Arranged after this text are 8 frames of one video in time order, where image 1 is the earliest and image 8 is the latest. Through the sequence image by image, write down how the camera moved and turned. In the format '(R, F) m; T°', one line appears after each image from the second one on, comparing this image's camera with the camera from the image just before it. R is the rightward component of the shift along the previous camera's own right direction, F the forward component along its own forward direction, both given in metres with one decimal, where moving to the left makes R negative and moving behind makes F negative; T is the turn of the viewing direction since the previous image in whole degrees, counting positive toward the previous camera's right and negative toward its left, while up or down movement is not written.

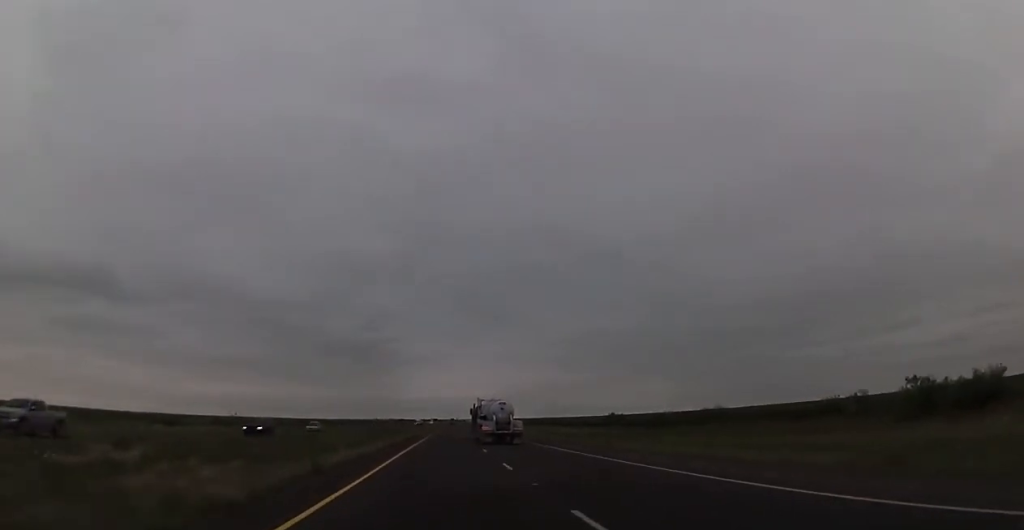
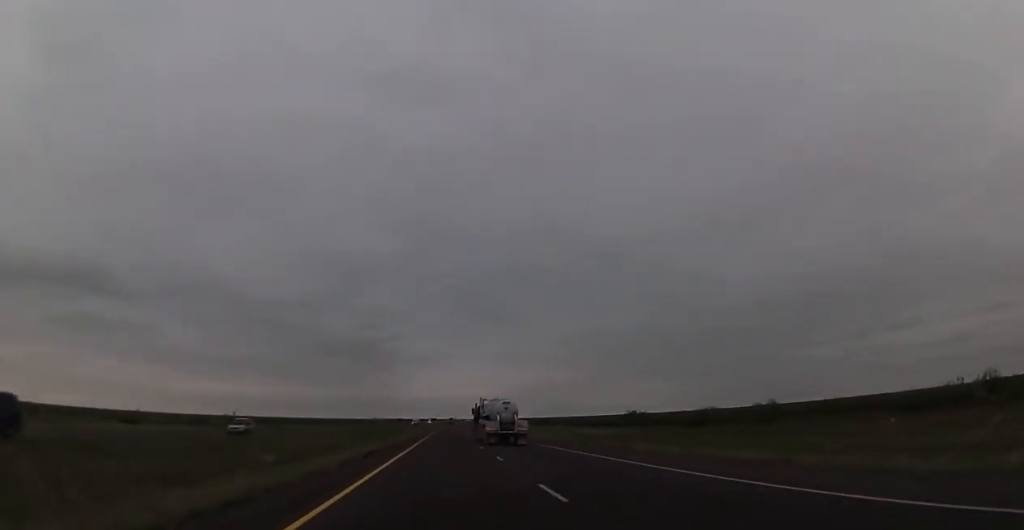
(0.0, +19.8) m; 0°
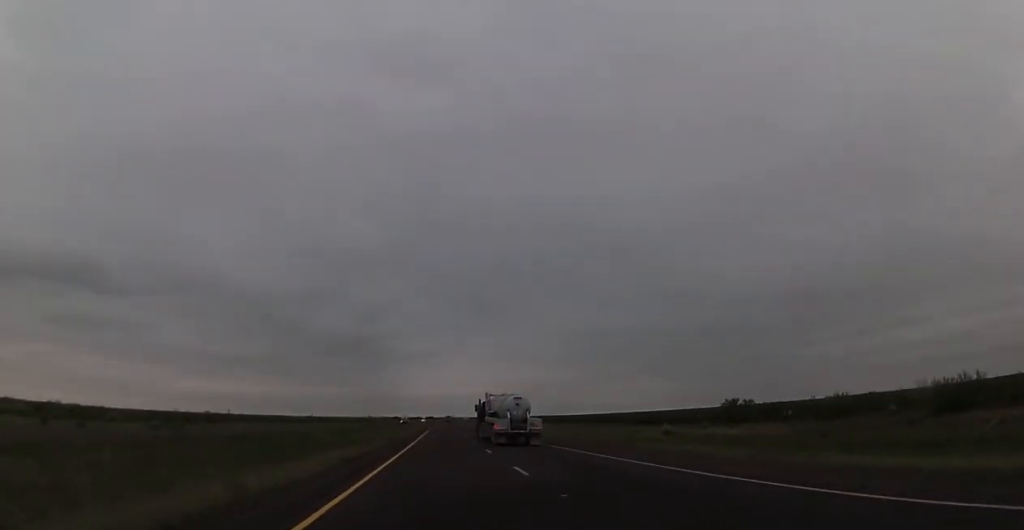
(-0.5, +54.9) m; 0°
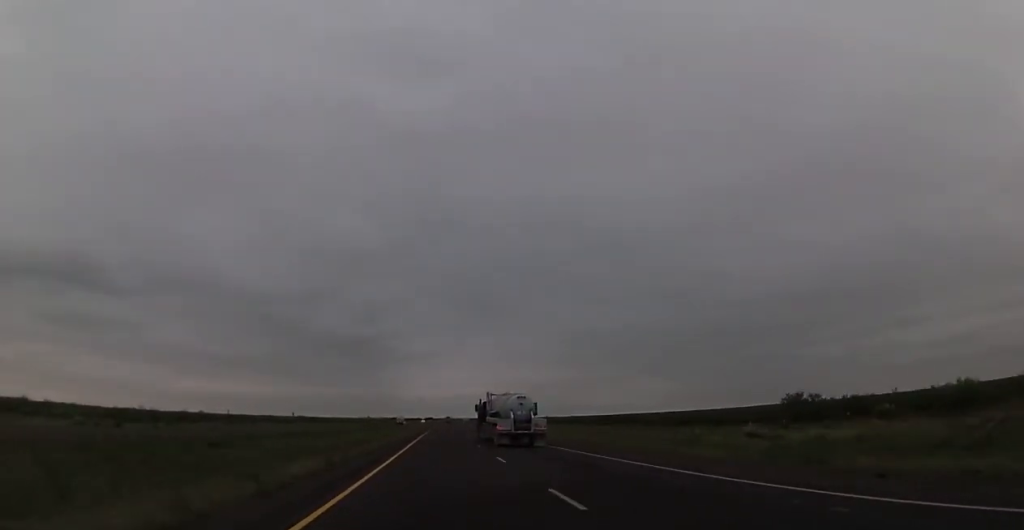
(0.0, +18.8) m; 0°
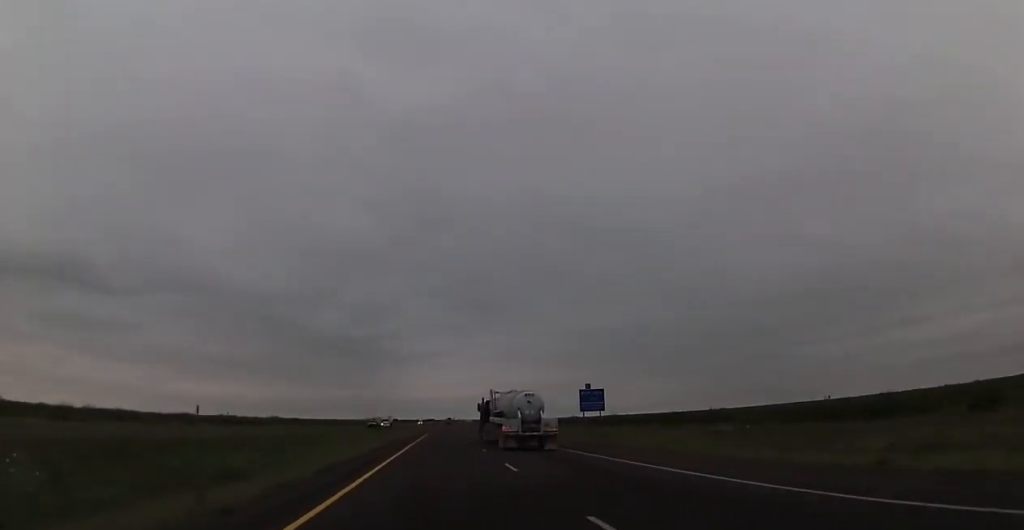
(+0.5, +52.5) m; 0°
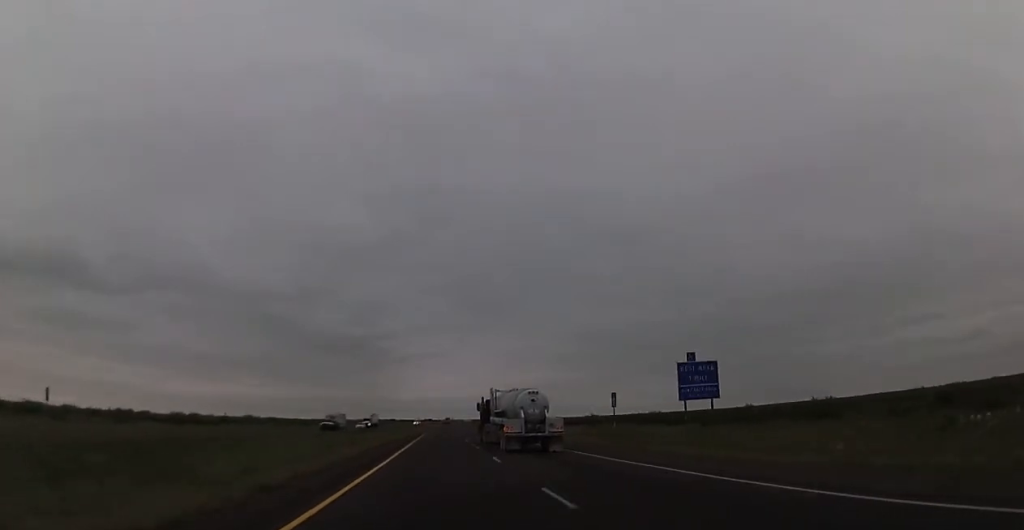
(0.0, +32.4) m; 0°
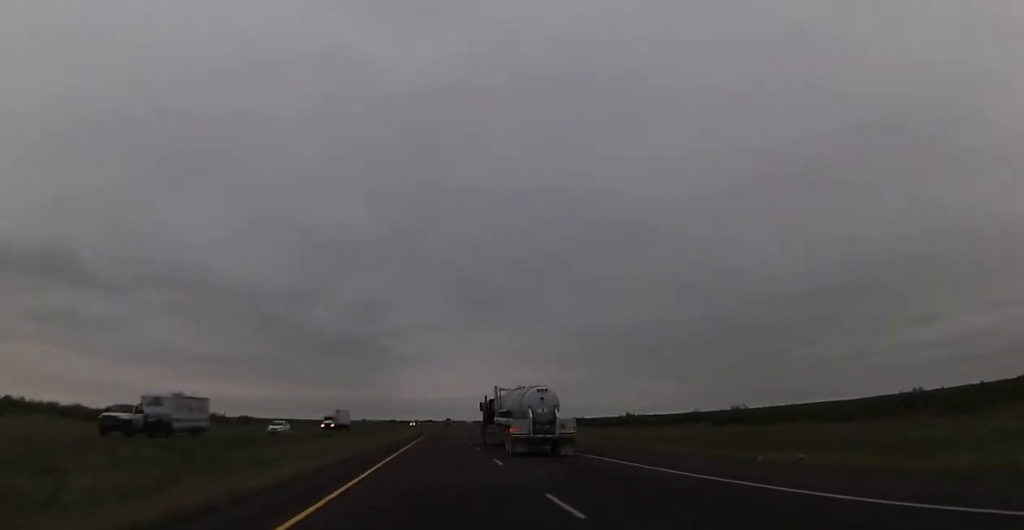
(0.0, +37.2) m; 0°
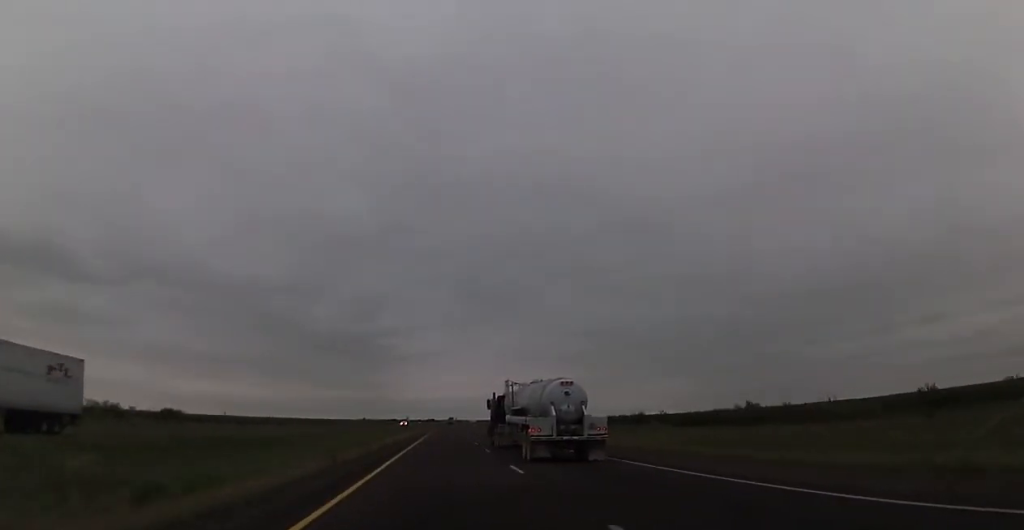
(-0.1, +64.2) m; 0°
